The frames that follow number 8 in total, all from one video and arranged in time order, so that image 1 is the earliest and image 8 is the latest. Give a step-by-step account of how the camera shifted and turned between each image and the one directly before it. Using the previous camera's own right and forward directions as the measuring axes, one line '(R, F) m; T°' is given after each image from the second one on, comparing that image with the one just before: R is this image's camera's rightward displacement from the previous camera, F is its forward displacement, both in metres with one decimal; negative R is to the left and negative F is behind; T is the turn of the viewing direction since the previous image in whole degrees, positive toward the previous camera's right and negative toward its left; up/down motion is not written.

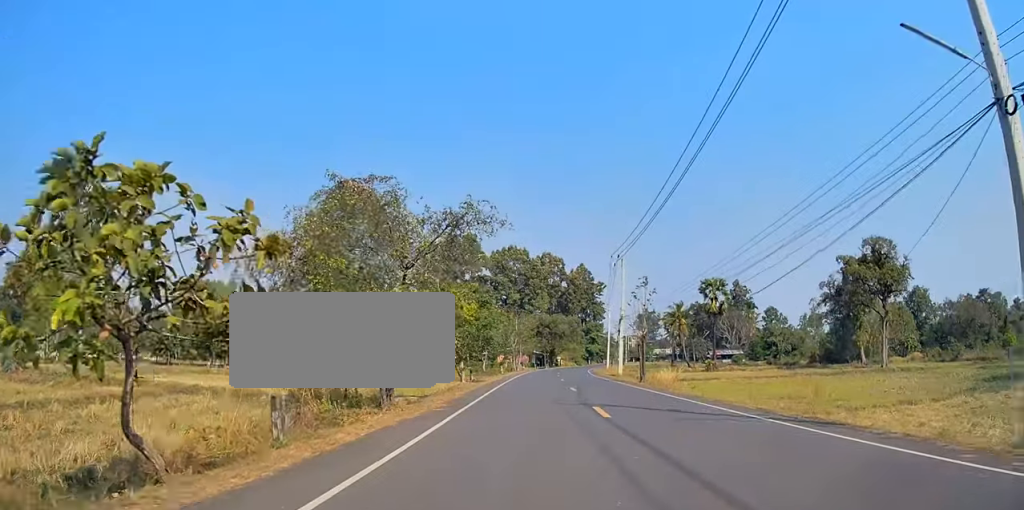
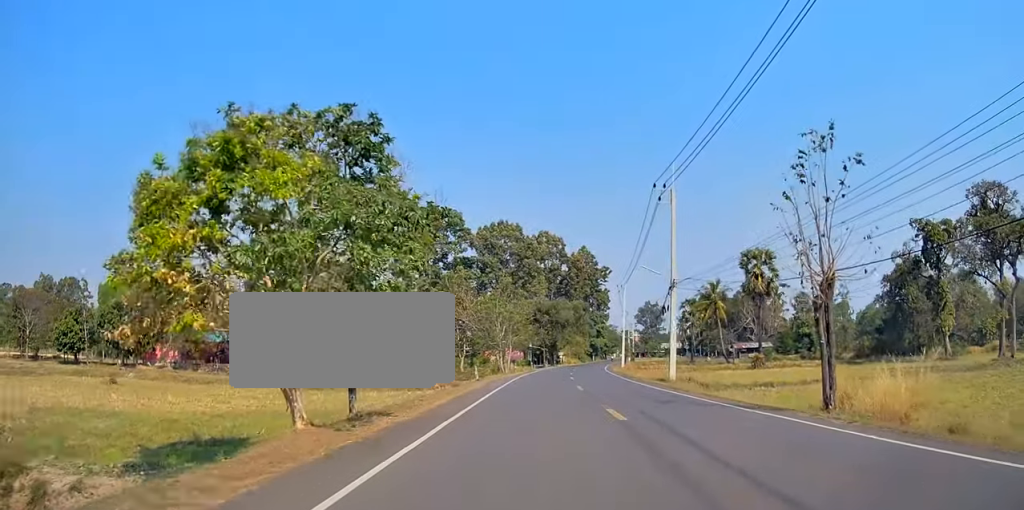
(0.0, +25.5) m; +3°
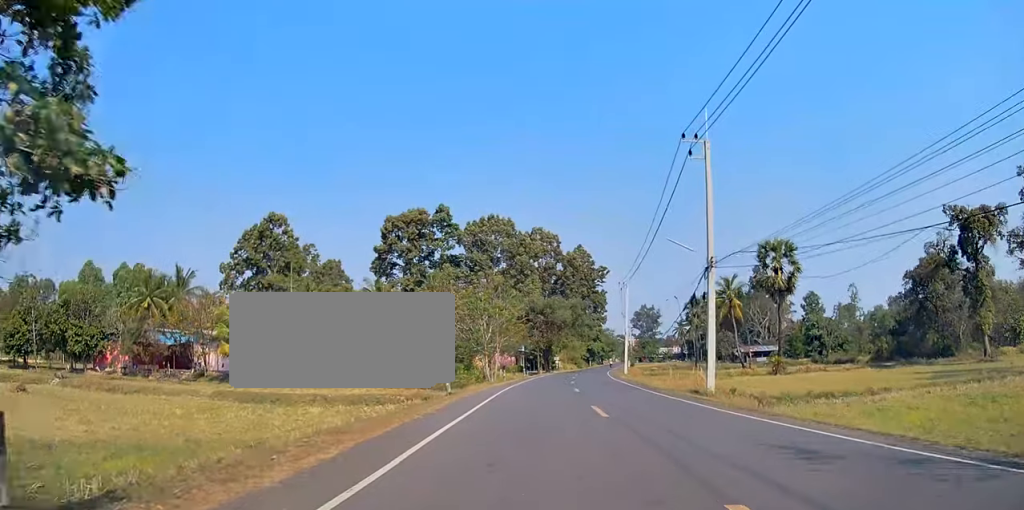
(+0.4, +10.1) m; 0°
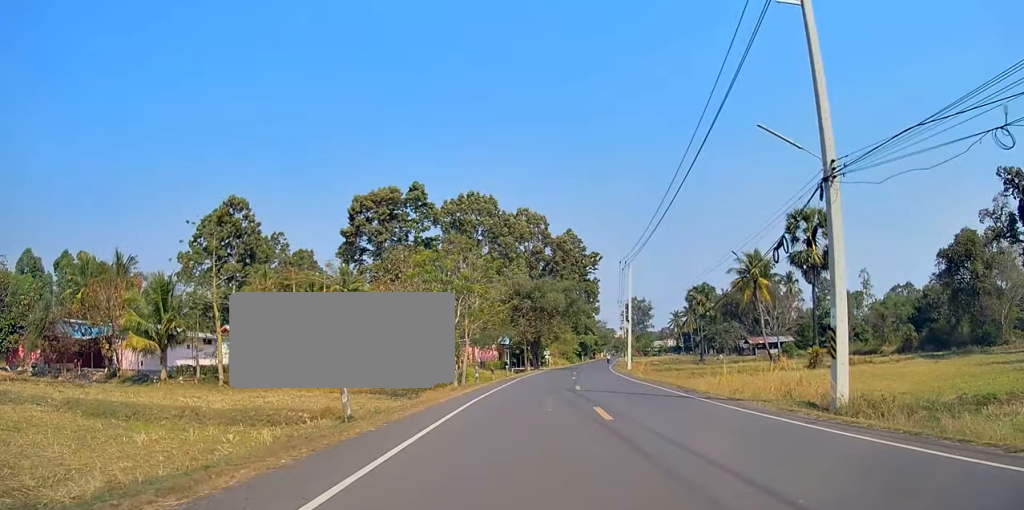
(-0.2, +13.9) m; -2°
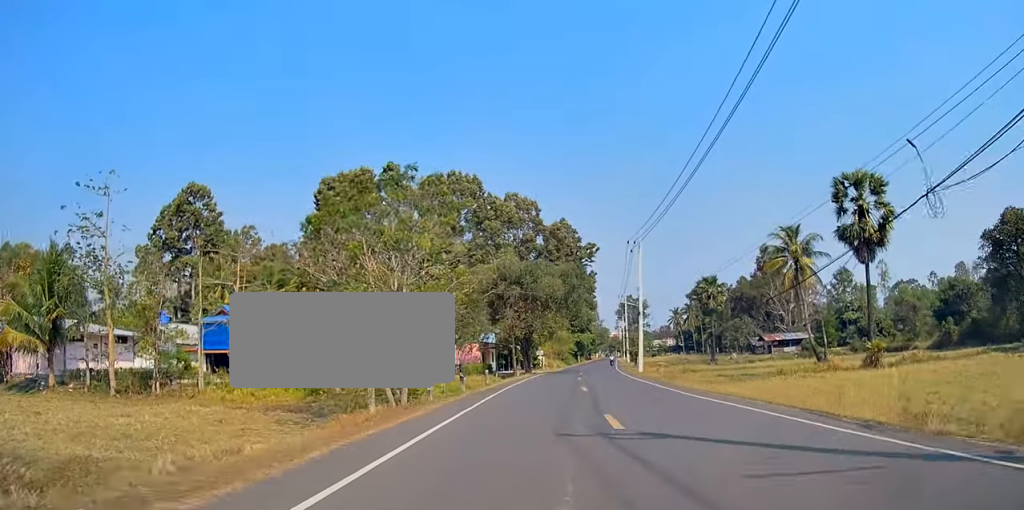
(-0.3, +13.3) m; +1°
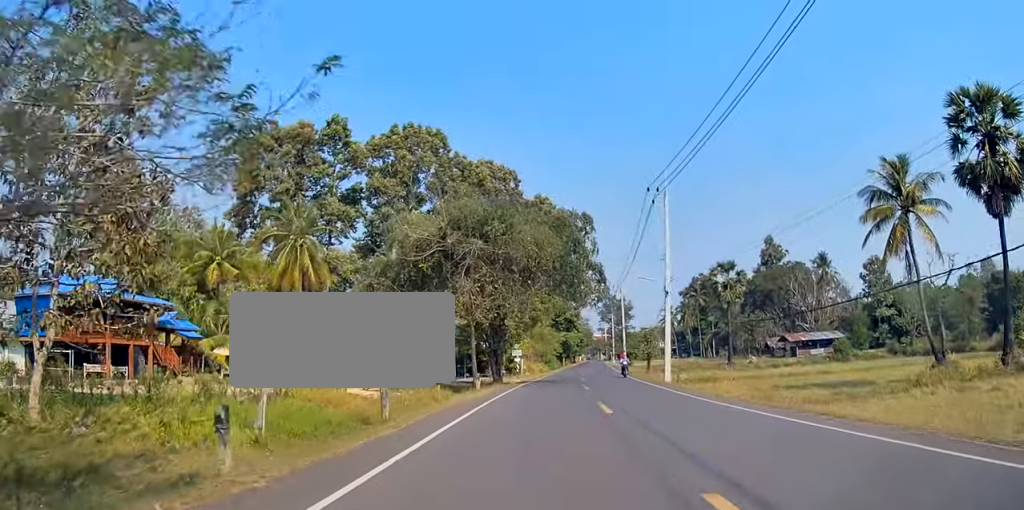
(+0.9, +20.7) m; +2°
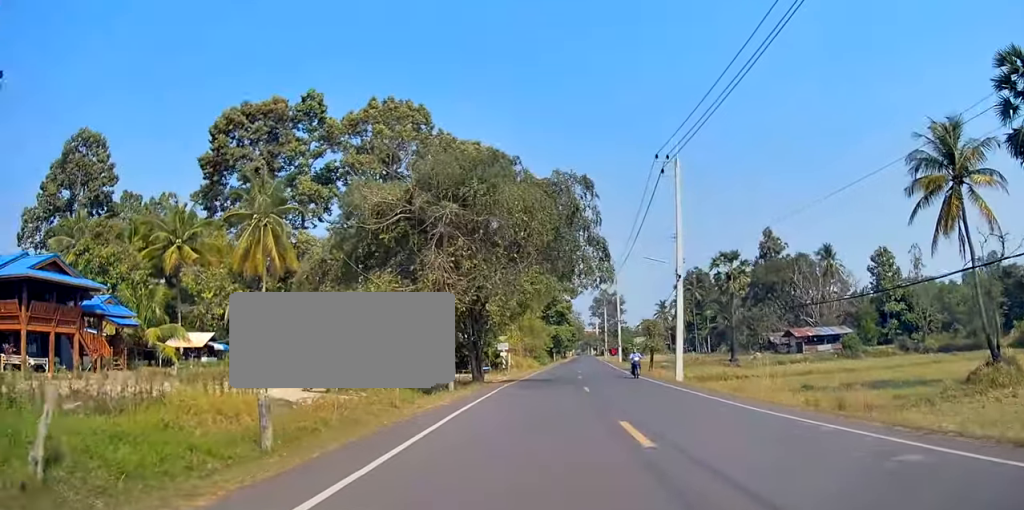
(-0.4, +6.5) m; 0°
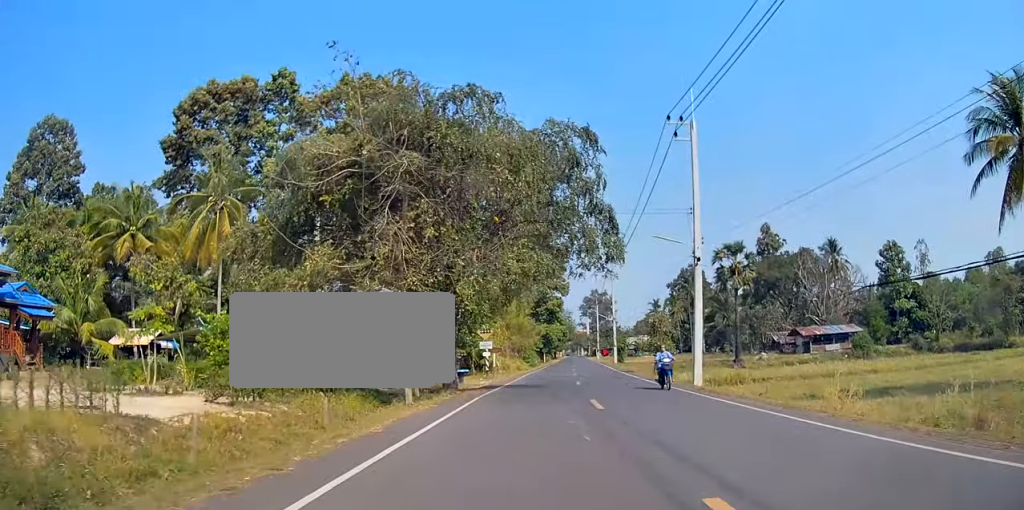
(-0.2, +6.0) m; 0°
